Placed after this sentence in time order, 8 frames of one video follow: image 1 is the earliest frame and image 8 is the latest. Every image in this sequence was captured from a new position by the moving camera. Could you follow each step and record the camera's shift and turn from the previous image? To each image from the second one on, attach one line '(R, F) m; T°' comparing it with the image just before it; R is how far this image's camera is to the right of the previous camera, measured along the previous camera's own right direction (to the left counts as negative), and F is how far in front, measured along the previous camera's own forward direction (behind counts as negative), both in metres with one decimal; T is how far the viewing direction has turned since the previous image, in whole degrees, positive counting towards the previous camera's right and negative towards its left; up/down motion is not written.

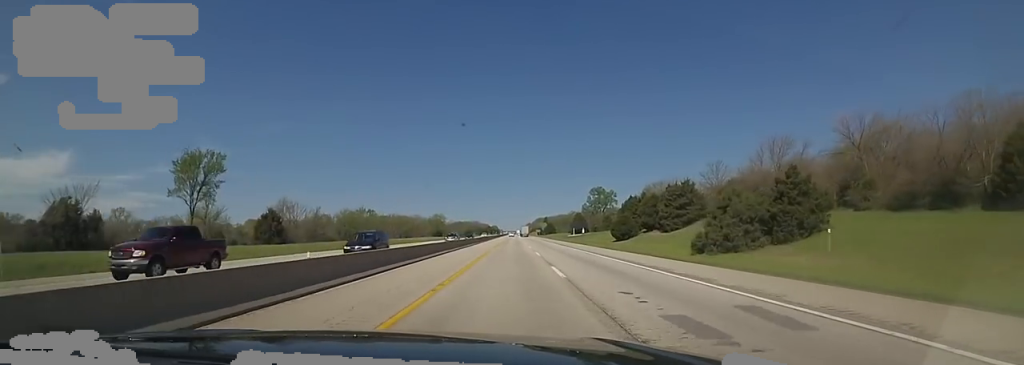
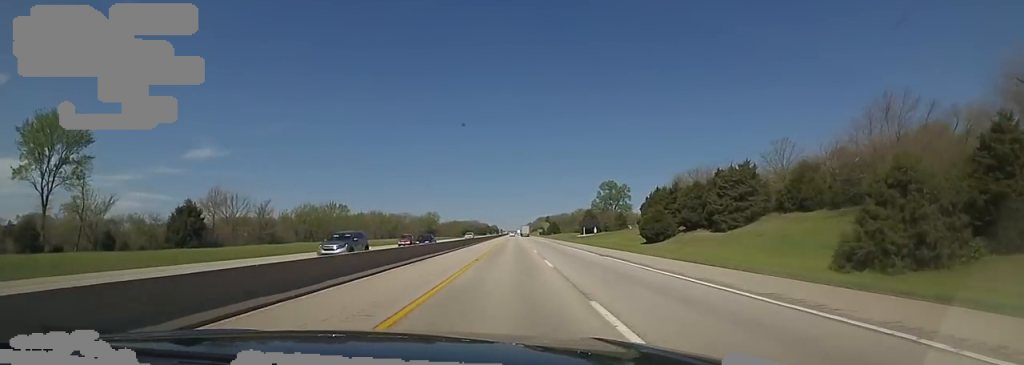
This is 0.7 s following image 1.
(-0.3, +25.1) m; -1°
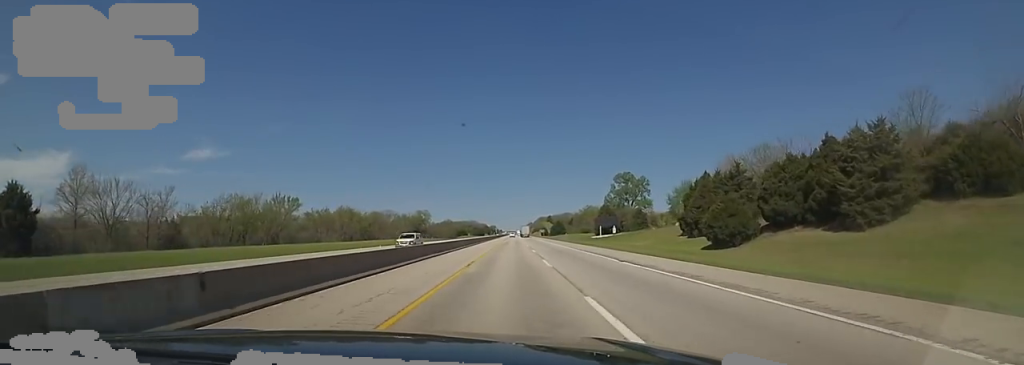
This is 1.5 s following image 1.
(0.0, +28.7) m; 0°
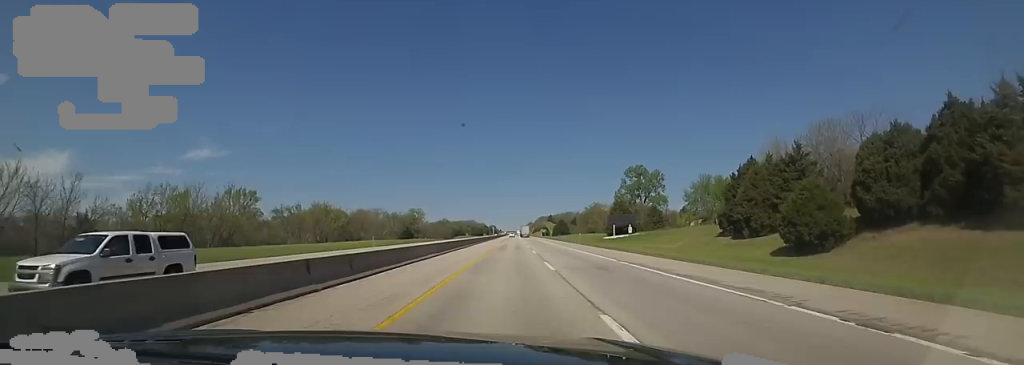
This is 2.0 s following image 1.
(0.0, +16.8) m; 0°
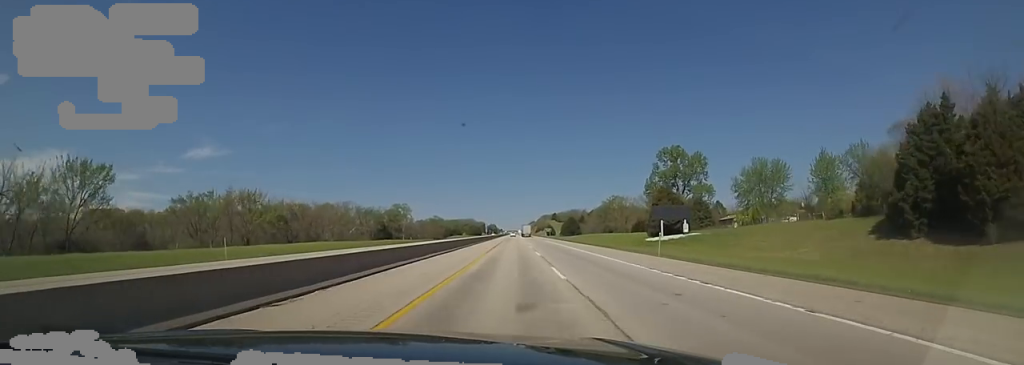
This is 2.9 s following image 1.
(0.0, +33.6) m; 0°
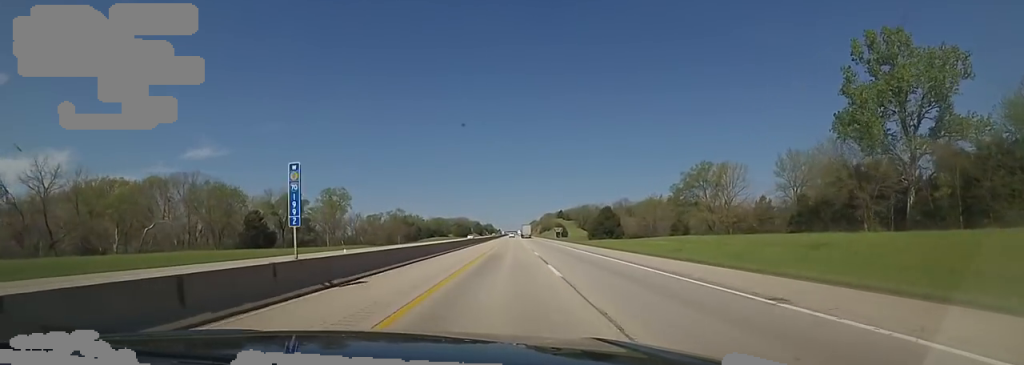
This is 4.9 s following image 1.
(+2.2, +73.7) m; +2°
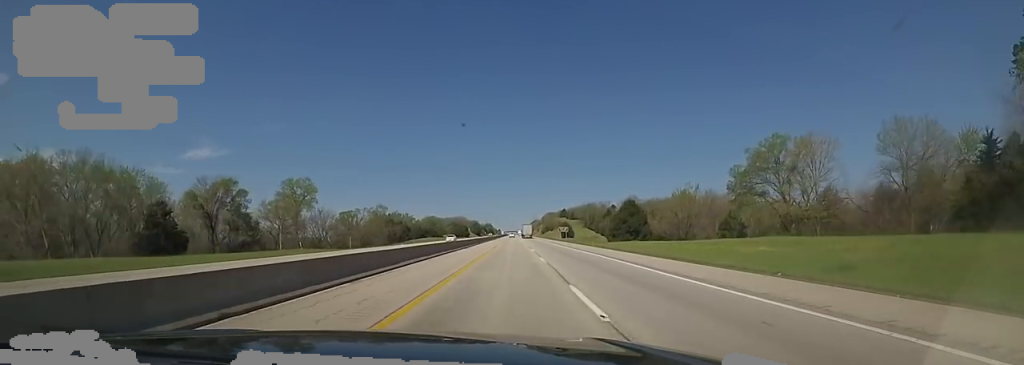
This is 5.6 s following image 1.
(-0.1, +23.2) m; -1°
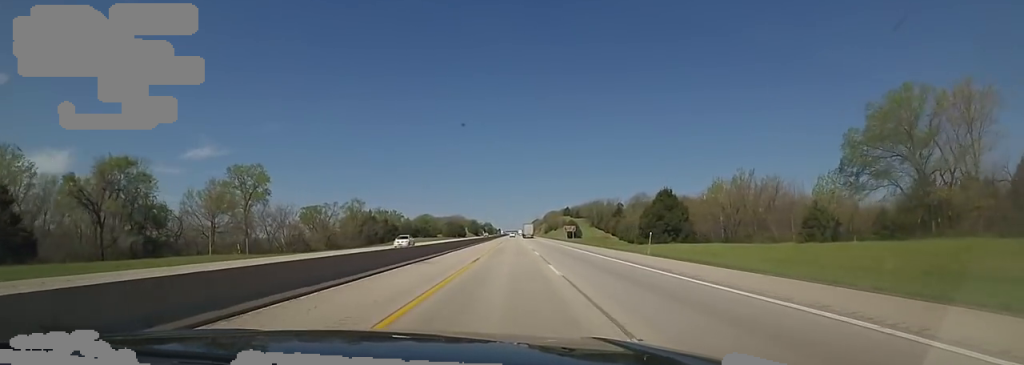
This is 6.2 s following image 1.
(-0.6, +22.0) m; -1°
